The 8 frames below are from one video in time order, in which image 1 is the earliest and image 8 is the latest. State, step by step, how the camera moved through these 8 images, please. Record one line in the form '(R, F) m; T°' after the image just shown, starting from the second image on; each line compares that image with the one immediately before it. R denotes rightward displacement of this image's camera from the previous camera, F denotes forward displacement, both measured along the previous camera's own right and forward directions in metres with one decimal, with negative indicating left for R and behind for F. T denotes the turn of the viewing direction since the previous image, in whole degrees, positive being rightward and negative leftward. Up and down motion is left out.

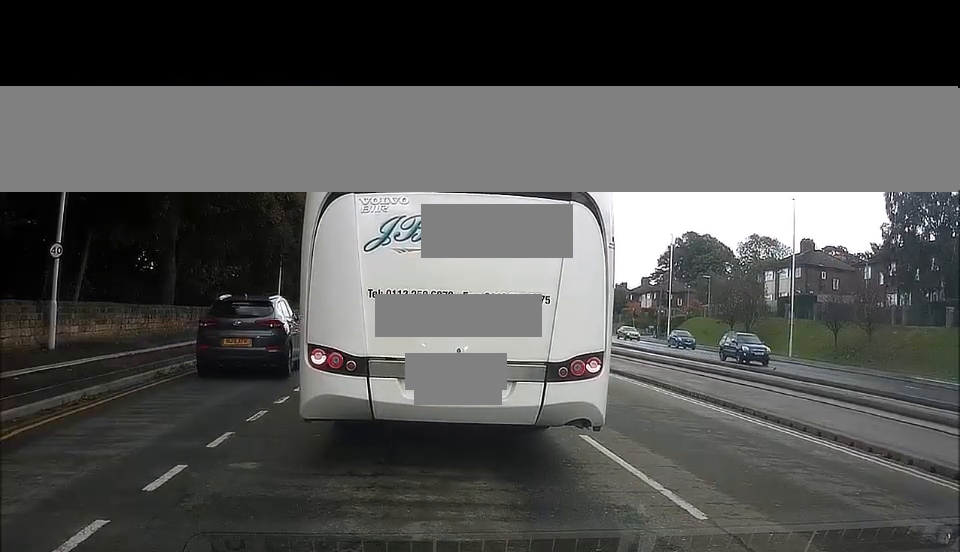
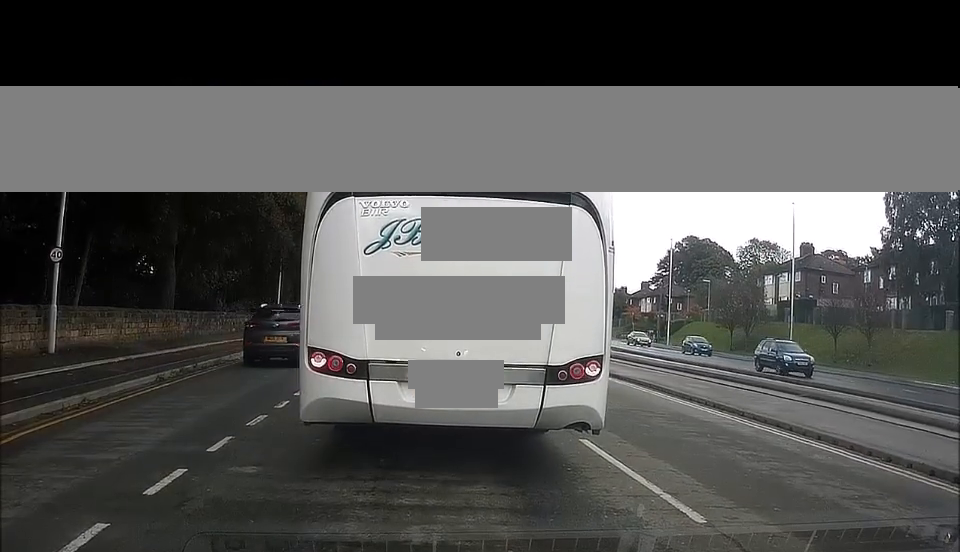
(+0.1, +0.2) m; 0°
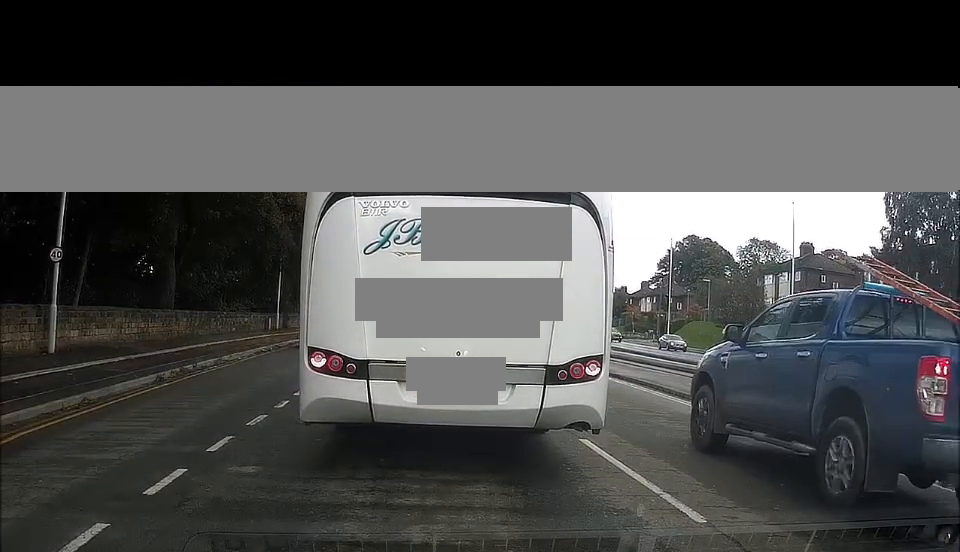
(+0.1, +0.3) m; 0°
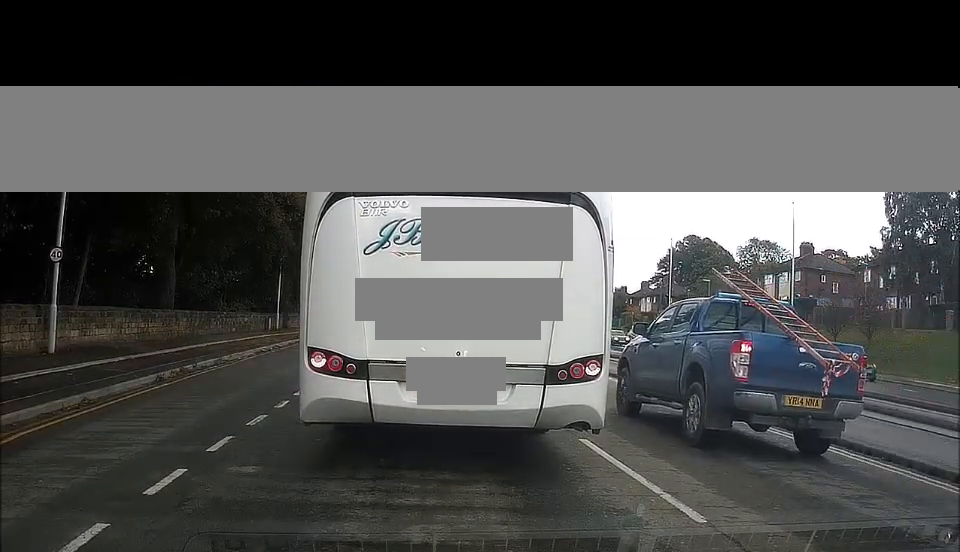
(0.0, 0.0) m; 0°
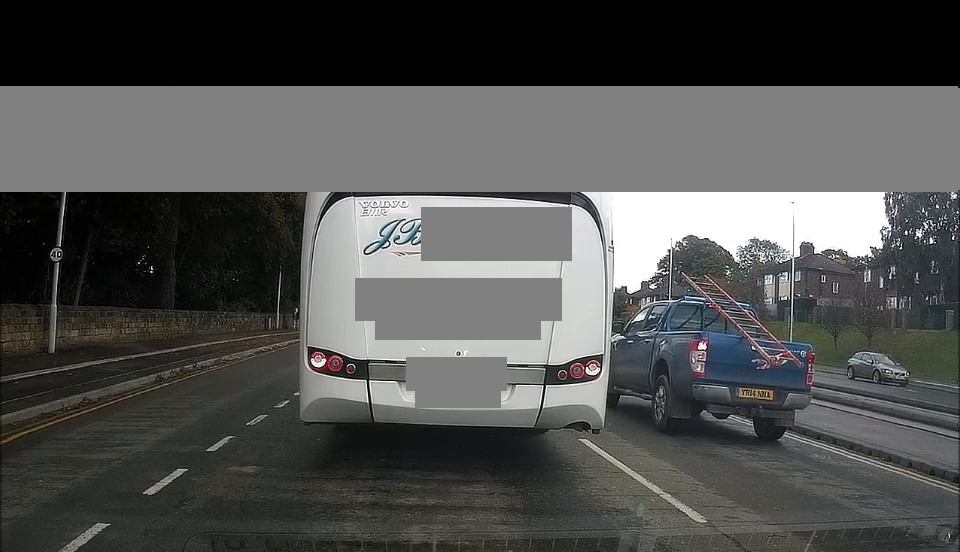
(0.0, 0.0) m; 0°
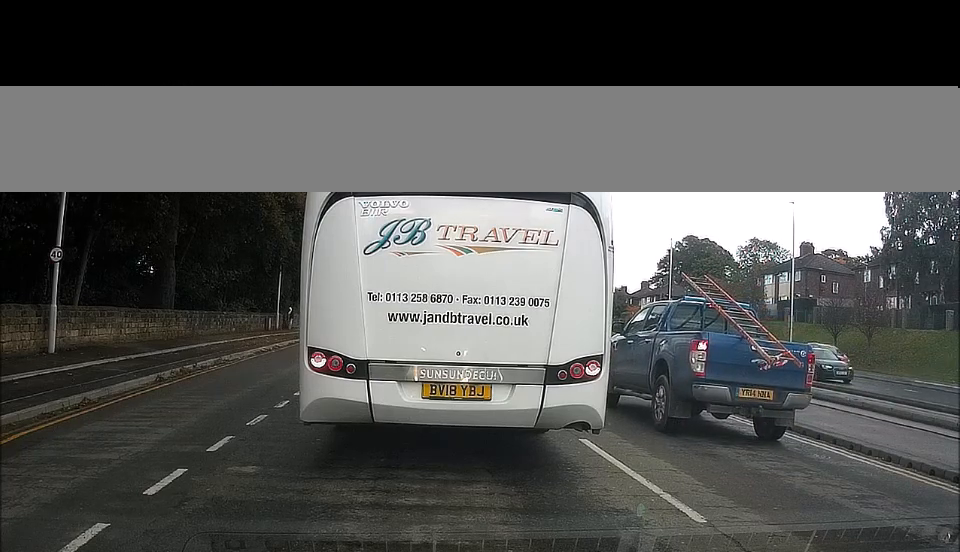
(0.0, 0.0) m; 0°
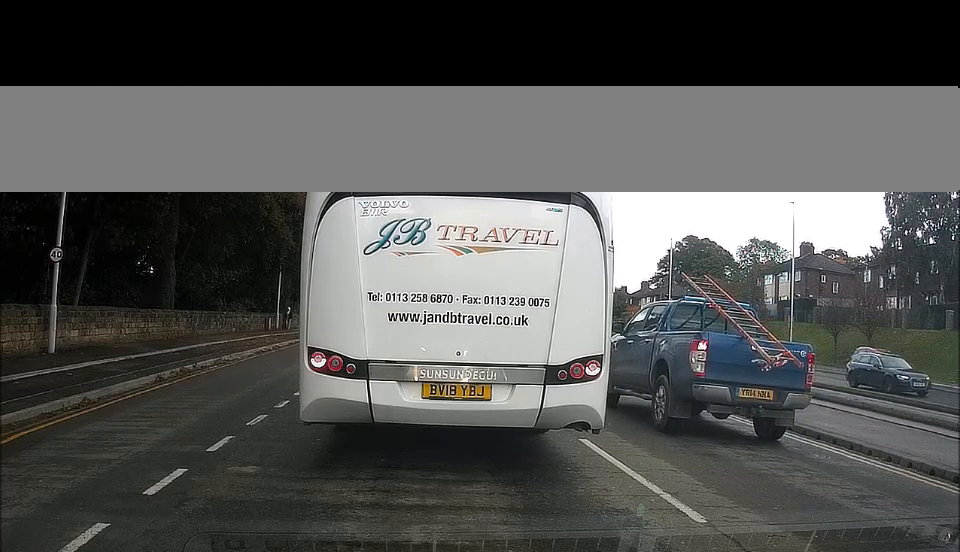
(0.0, 0.0) m; 0°
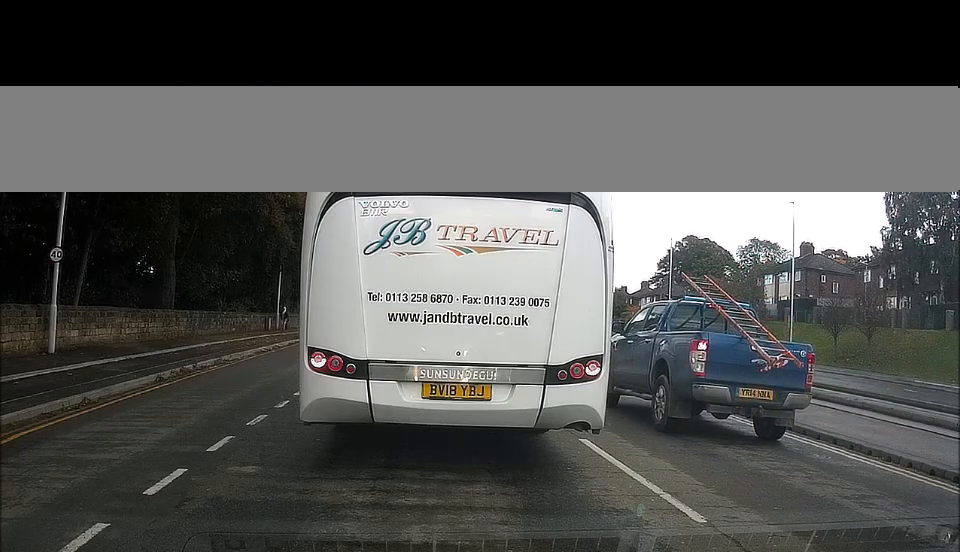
(0.0, 0.0) m; 0°
